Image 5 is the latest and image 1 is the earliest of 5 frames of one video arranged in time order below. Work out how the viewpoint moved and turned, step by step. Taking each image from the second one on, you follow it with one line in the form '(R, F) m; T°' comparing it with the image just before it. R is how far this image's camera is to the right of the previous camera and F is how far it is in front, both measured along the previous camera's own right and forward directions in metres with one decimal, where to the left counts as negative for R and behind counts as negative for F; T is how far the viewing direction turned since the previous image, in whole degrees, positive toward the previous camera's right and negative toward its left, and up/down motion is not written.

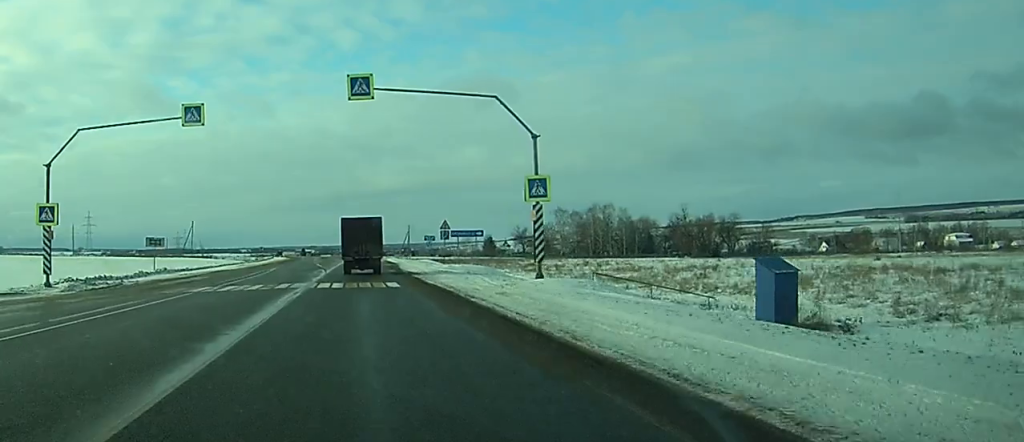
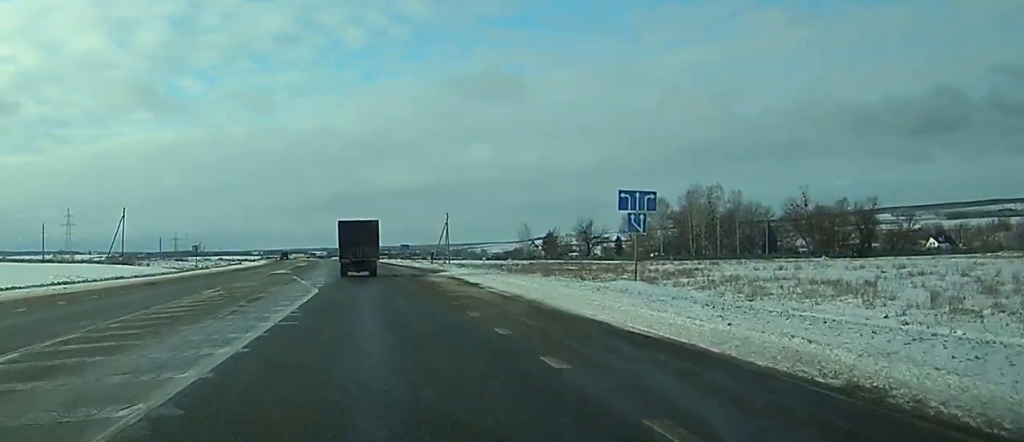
(-2.4, +84.3) m; -5°
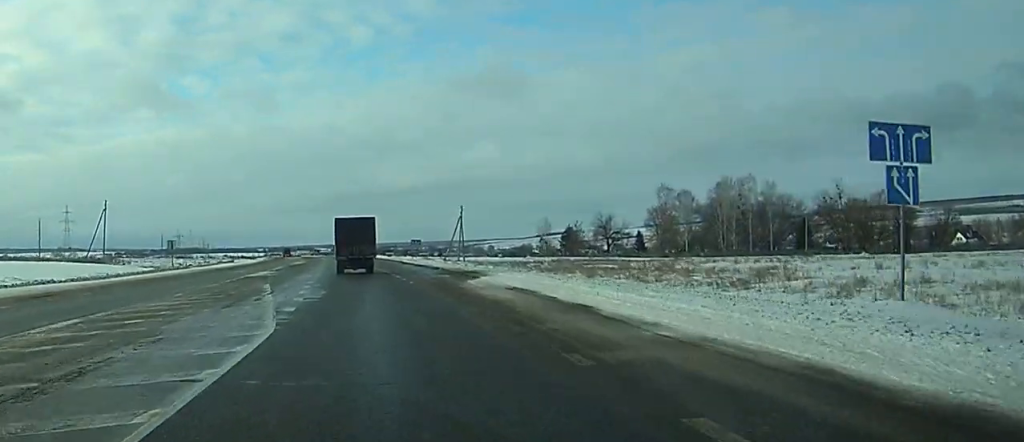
(+0.2, +15.7) m; 0°
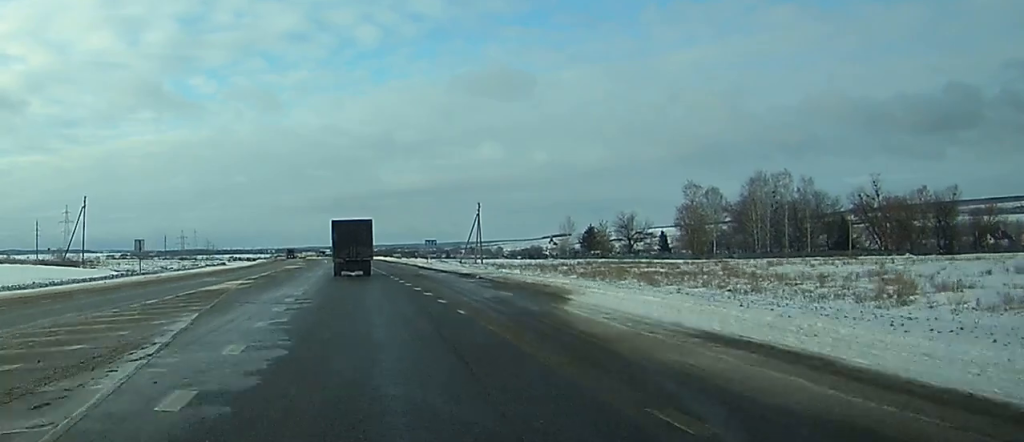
(-0.2, +15.0) m; -1°
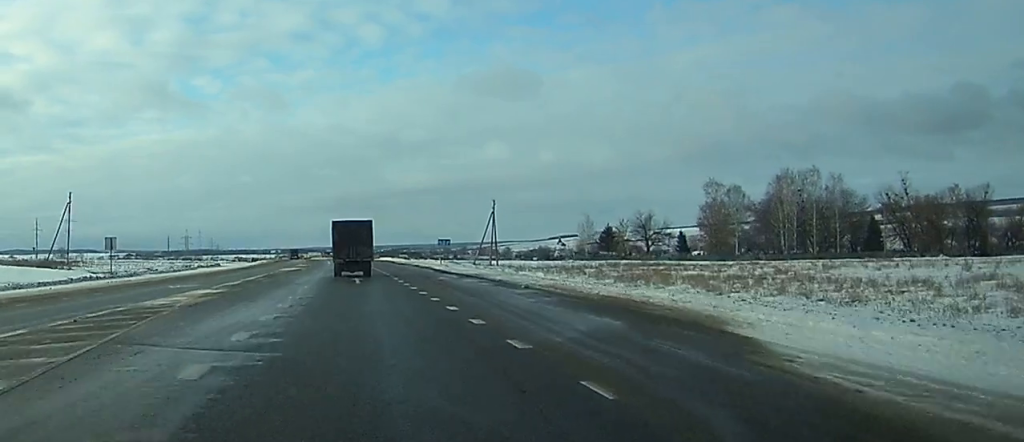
(-0.1, +10.0) m; -1°
